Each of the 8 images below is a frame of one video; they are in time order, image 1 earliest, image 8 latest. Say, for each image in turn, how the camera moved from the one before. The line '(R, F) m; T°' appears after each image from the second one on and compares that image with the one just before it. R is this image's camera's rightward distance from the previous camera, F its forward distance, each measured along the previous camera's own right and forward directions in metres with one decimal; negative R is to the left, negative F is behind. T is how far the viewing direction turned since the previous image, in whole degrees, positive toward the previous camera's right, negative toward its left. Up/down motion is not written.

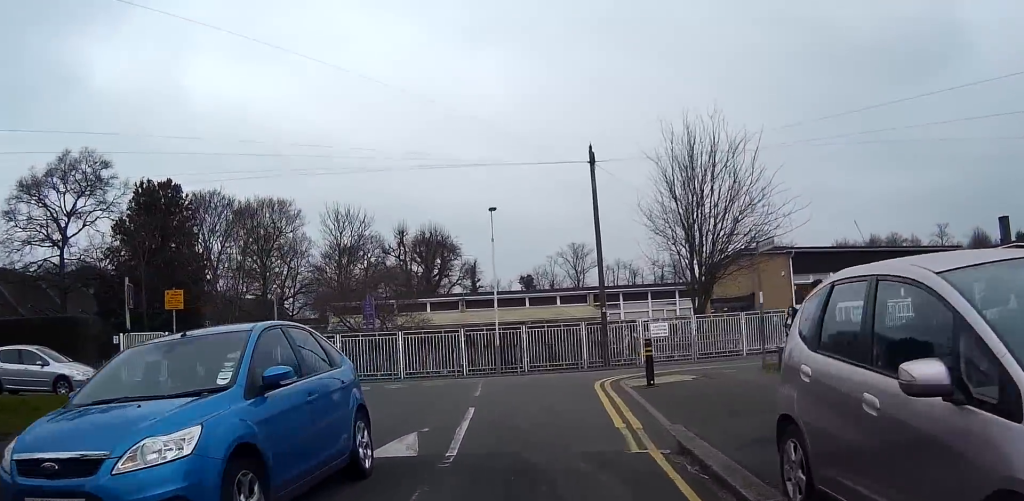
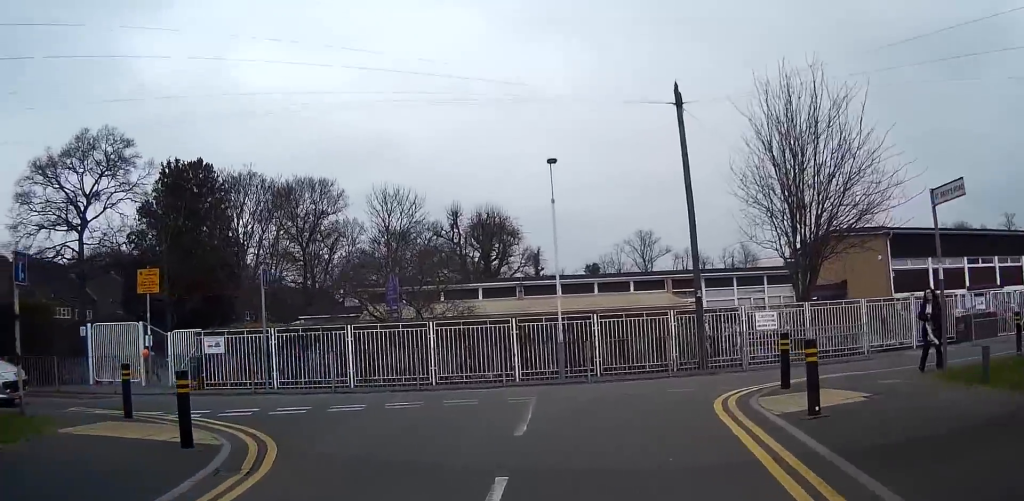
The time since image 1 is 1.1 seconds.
(-0.1, +5.8) m; -5°
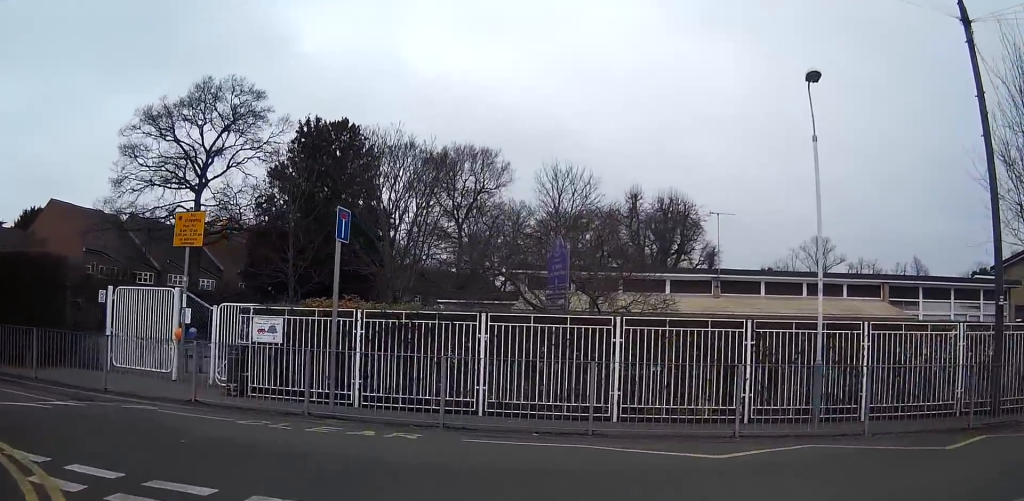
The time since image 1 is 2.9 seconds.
(-0.9, +7.8) m; -7°
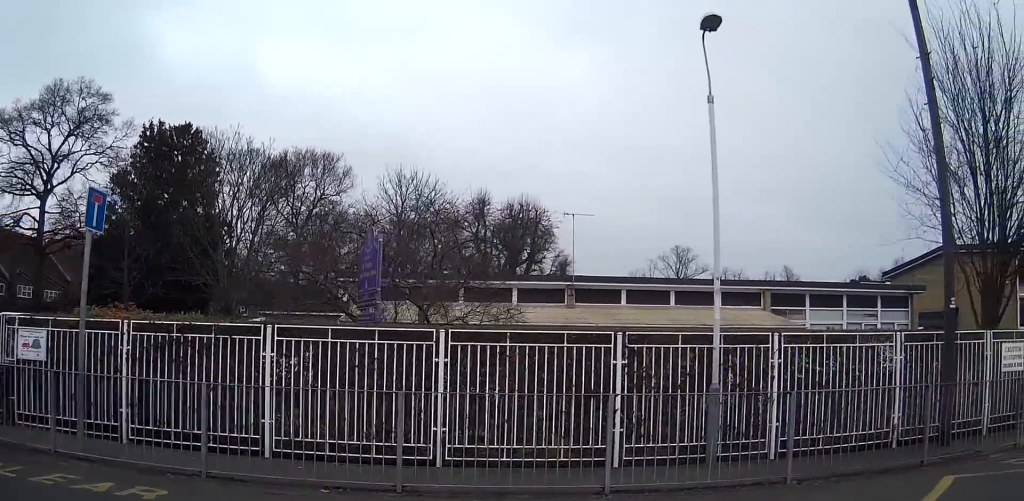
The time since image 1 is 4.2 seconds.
(+0.7, +3.0) m; +34°
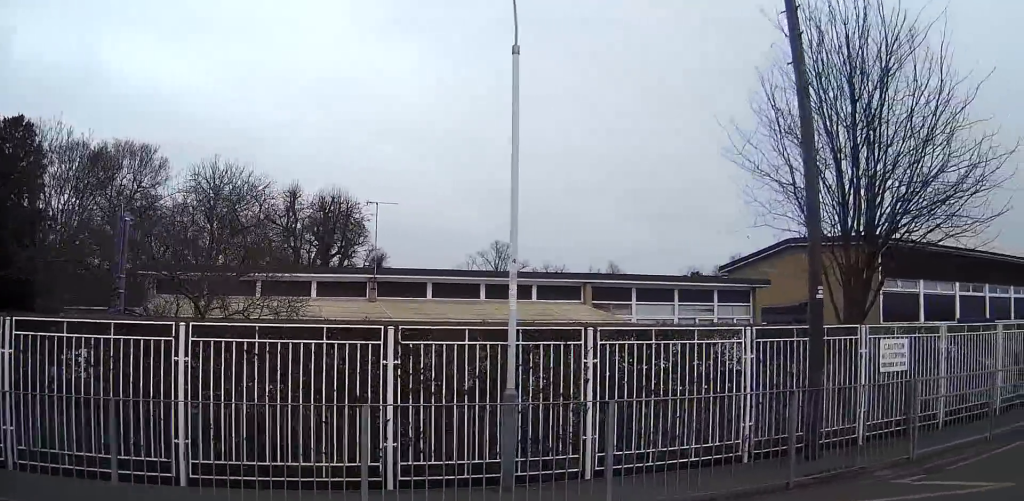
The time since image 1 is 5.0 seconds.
(+0.5, +1.4) m; +21°
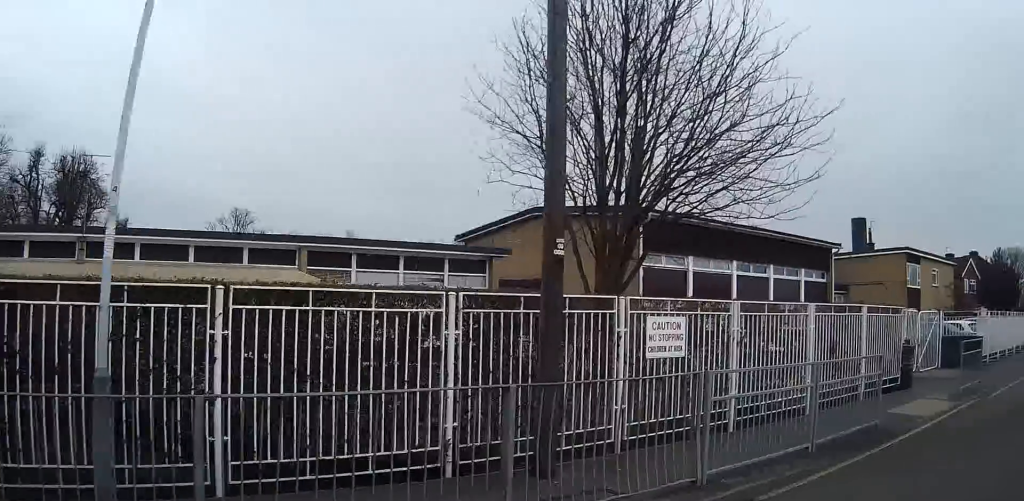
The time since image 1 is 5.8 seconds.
(0.0, +1.9) m; 0°
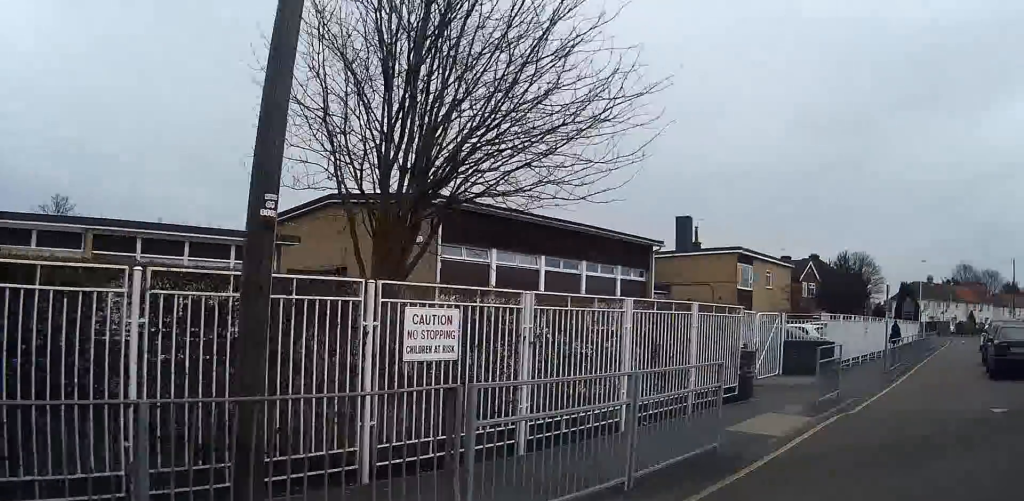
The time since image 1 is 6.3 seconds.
(0.0, +1.7) m; +7°
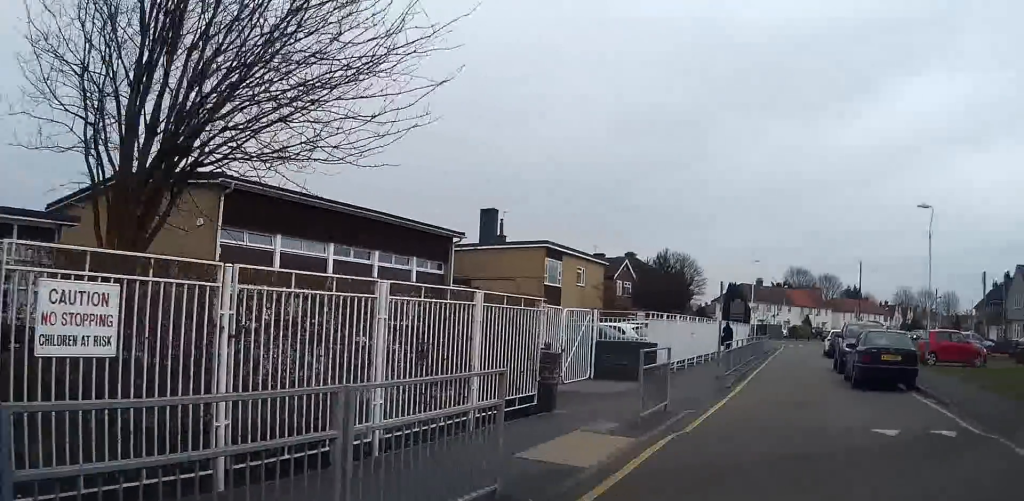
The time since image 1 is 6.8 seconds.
(-0.2, +1.9) m; +9°
